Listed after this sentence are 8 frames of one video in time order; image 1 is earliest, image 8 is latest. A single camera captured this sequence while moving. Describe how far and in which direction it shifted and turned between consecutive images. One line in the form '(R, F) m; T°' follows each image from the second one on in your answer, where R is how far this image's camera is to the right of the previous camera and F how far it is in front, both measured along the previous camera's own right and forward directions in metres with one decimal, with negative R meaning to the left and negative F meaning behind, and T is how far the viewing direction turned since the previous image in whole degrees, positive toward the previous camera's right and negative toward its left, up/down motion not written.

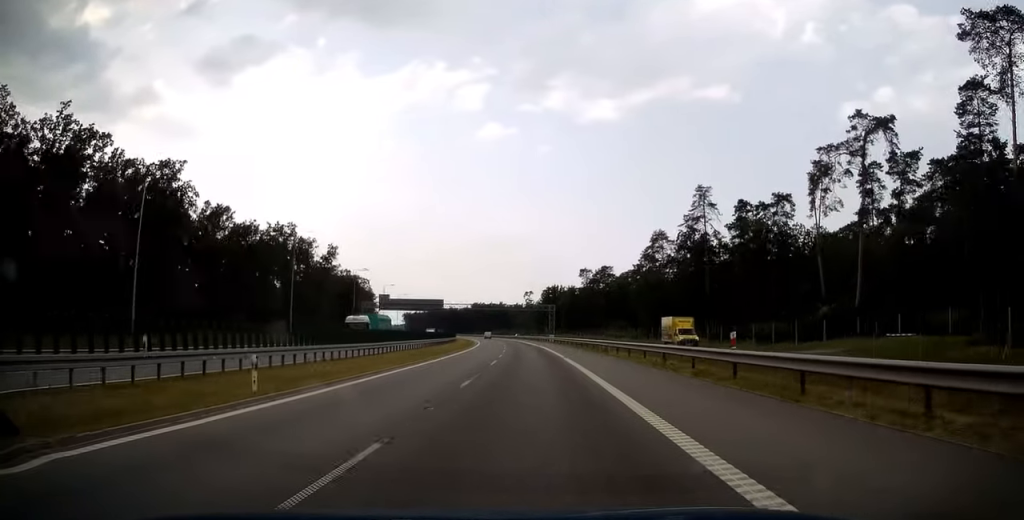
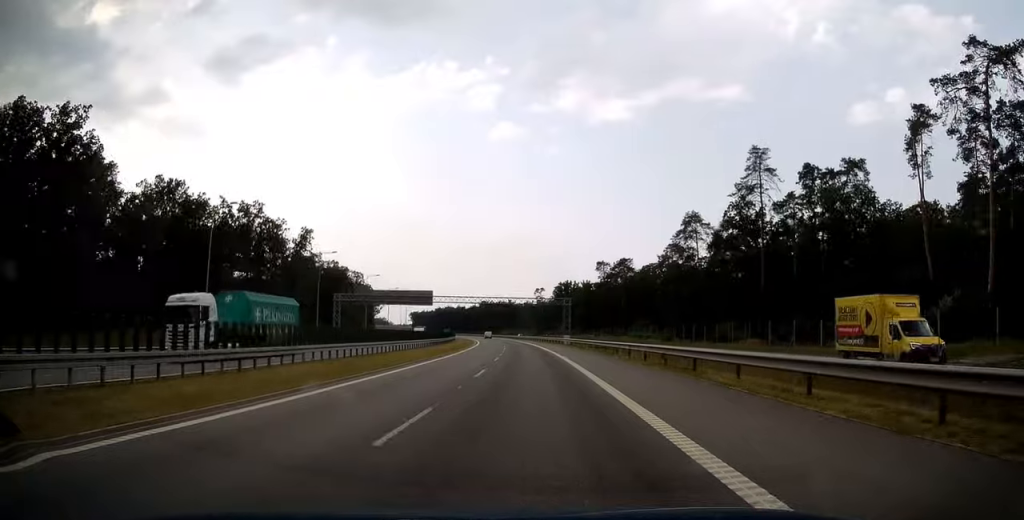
(-0.3, +20.3) m; -1°
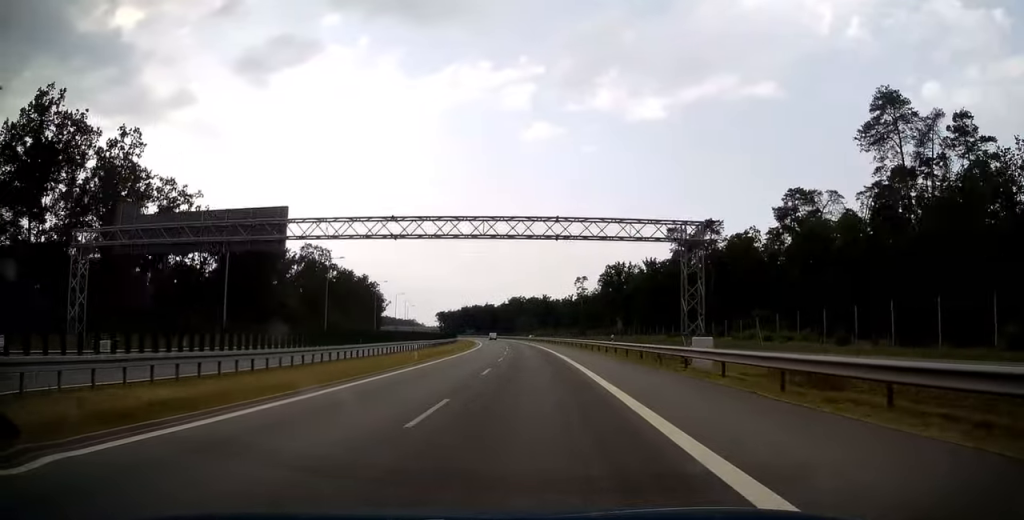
(-1.5, +58.3) m; -3°
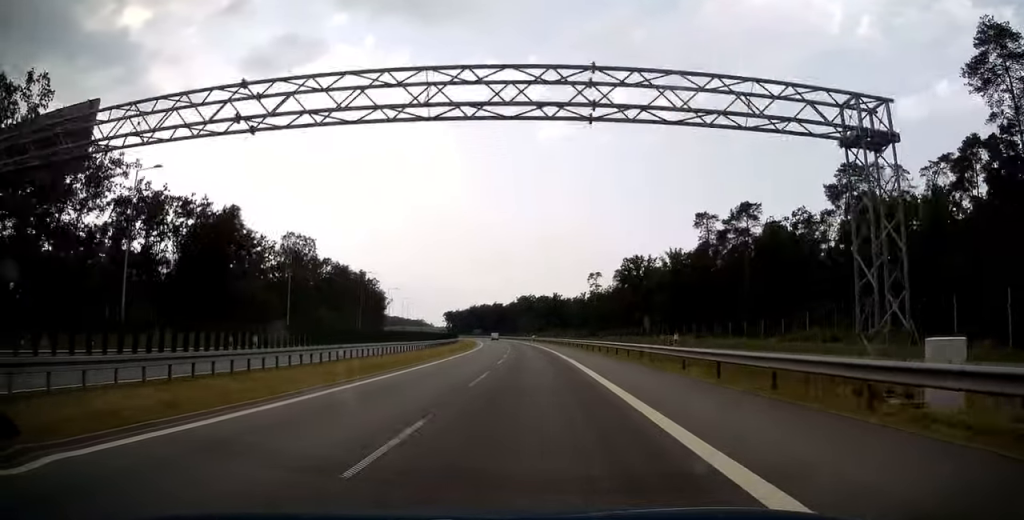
(0.0, +15.2) m; -1°
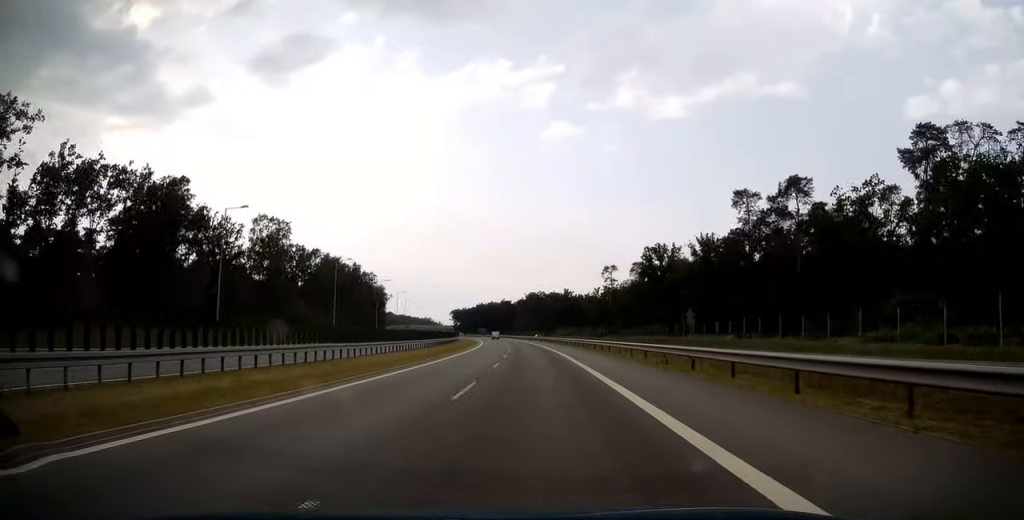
(-0.2, +16.9) m; -1°
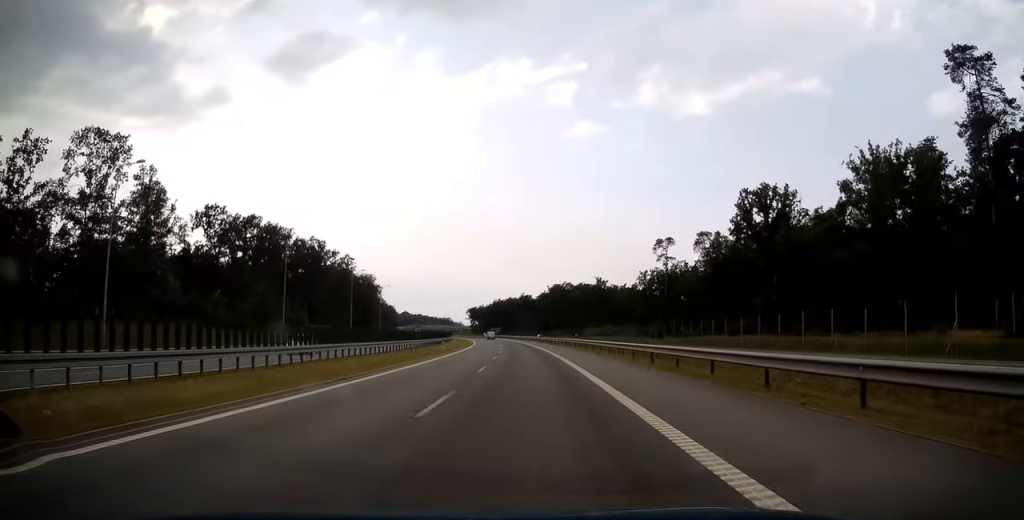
(-1.6, +50.6) m; -3°
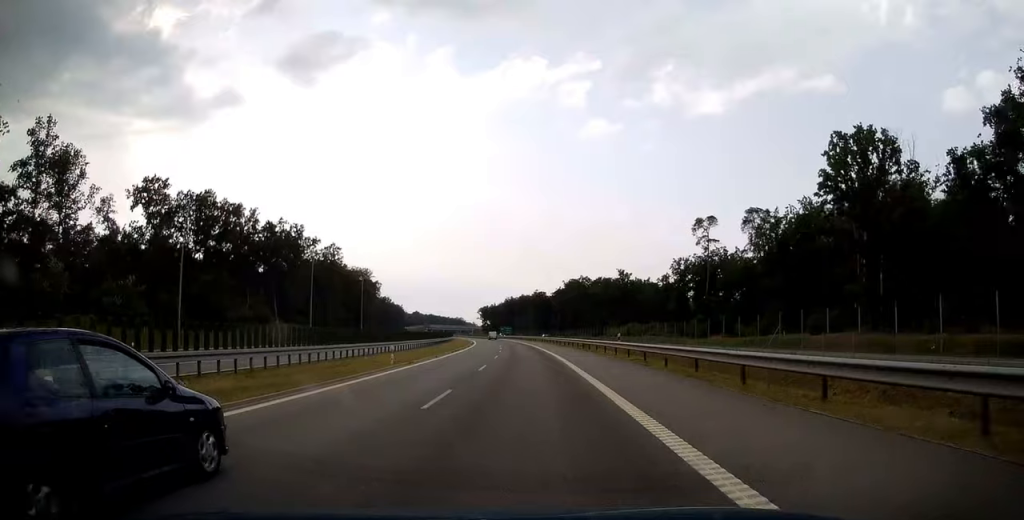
(-0.1, +22.9) m; -1°
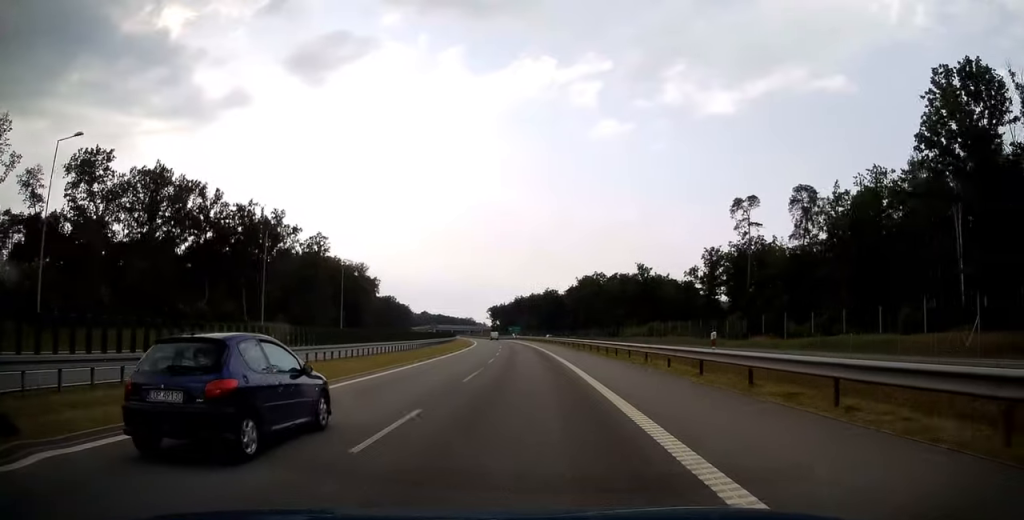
(0.0, +16.3) m; -1°
